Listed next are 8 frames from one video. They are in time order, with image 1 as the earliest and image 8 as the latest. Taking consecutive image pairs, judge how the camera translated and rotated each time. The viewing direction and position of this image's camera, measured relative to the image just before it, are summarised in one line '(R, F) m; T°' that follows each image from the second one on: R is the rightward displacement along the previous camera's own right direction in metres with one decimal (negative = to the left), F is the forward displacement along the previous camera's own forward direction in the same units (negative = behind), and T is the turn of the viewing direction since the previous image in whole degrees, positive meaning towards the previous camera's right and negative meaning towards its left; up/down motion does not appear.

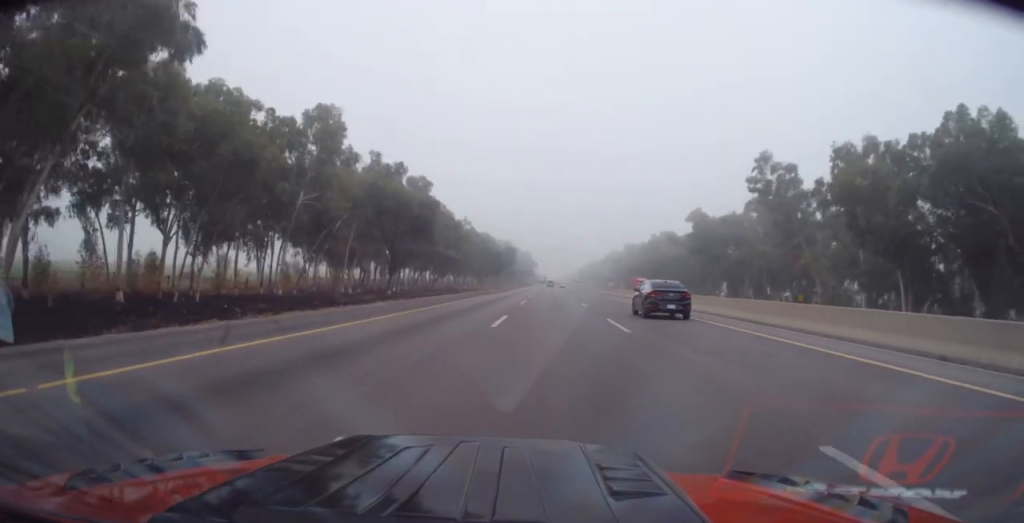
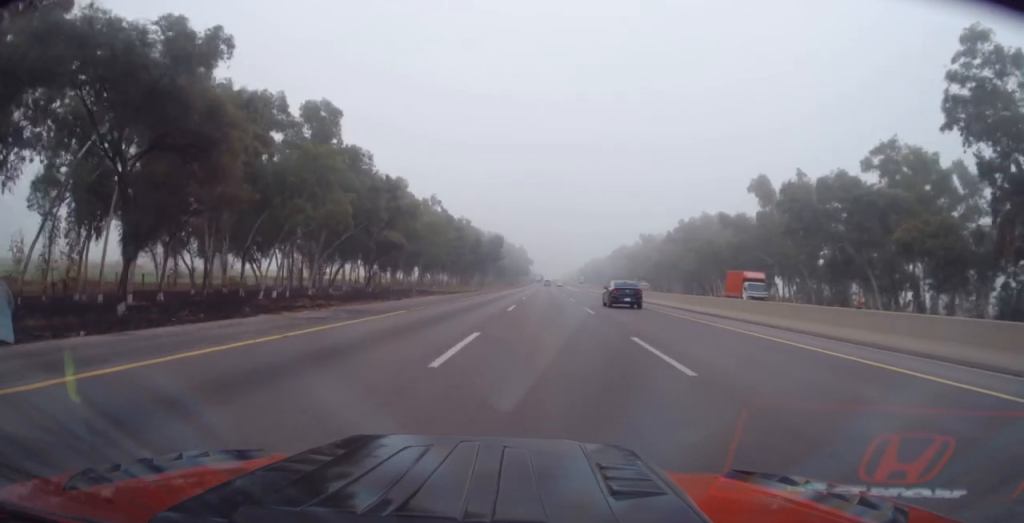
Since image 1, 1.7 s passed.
(-0.2, +43.6) m; 0°
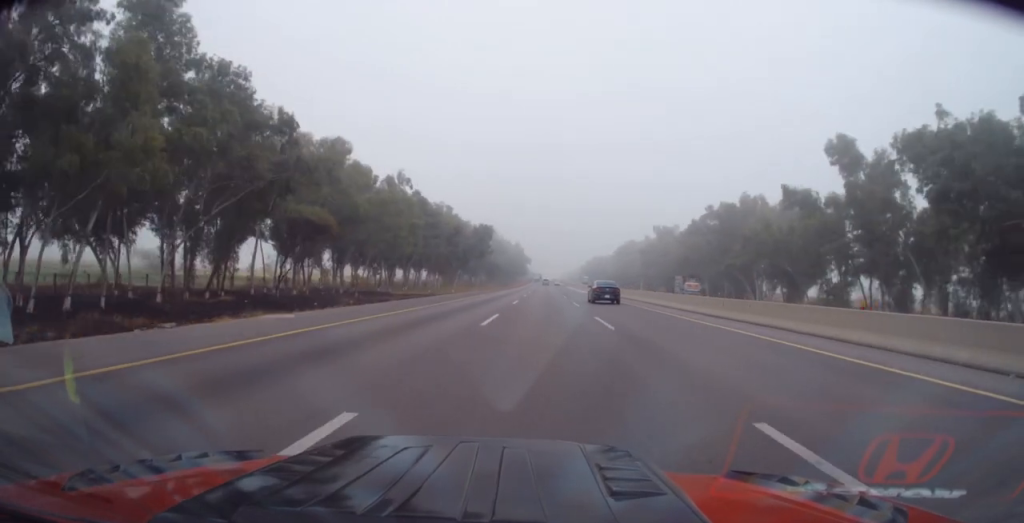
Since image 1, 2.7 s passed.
(+0.2, +27.0) m; 0°
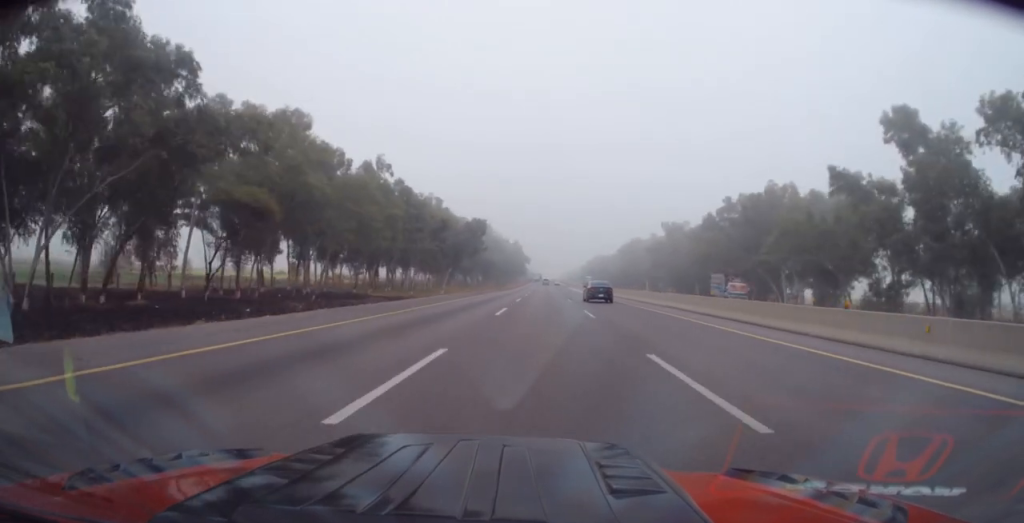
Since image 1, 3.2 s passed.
(-0.2, +12.3) m; 0°
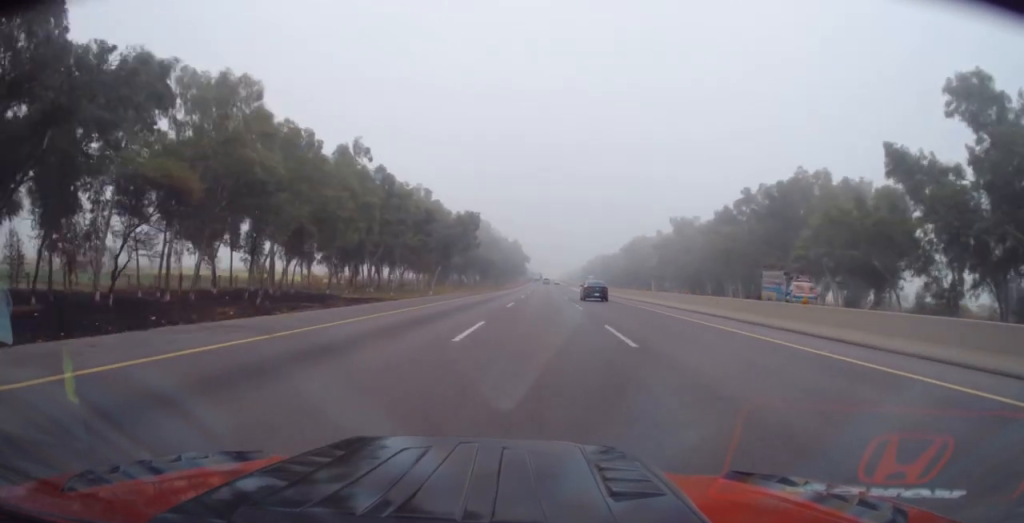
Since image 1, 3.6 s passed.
(-0.1, +10.5) m; 0°
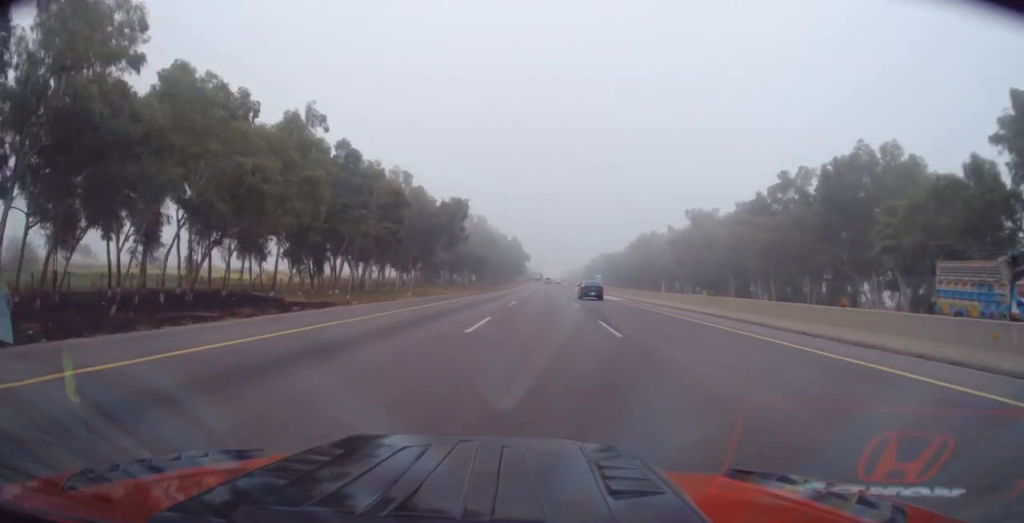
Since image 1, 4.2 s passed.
(+0.3, +15.8) m; 0°
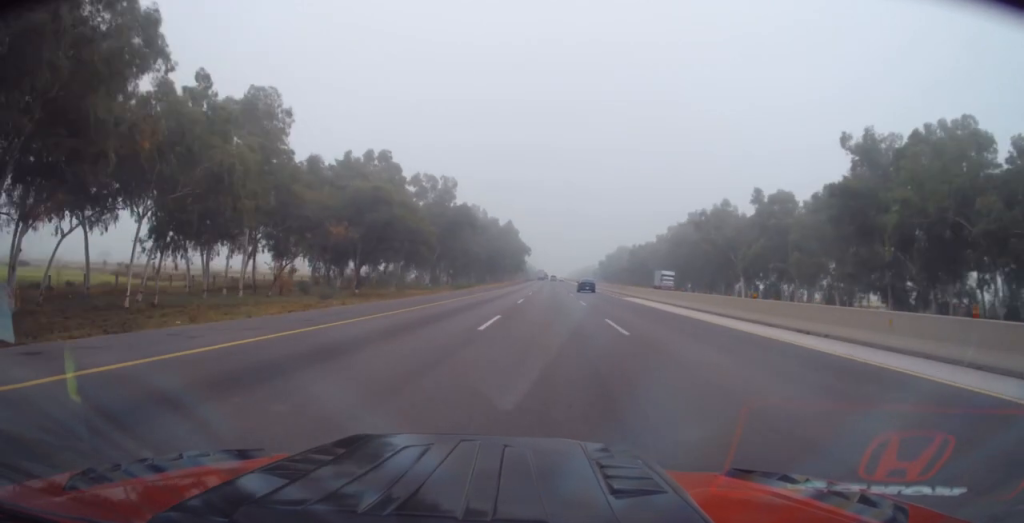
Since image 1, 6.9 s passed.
(0.0, +71.0) m; -1°
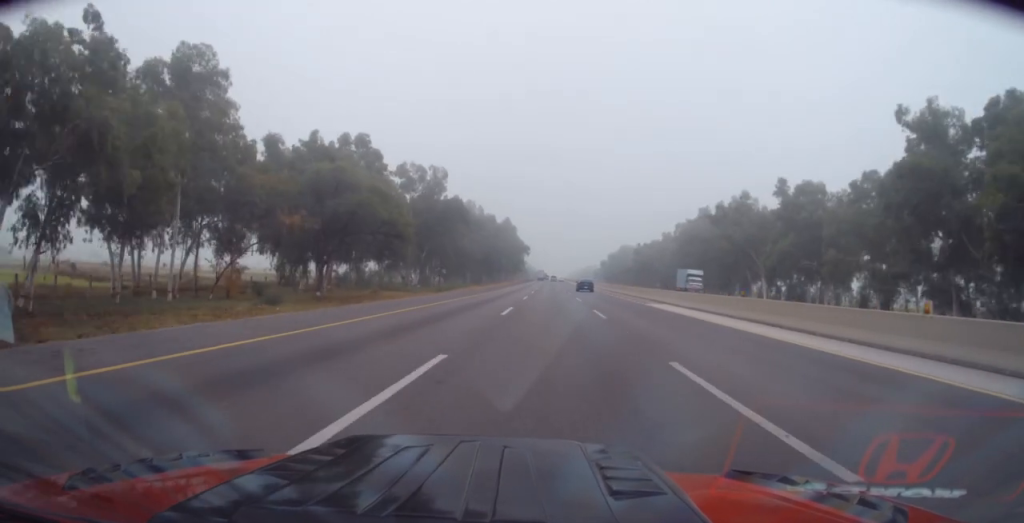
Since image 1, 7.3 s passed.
(-0.1, +11.3) m; -1°
